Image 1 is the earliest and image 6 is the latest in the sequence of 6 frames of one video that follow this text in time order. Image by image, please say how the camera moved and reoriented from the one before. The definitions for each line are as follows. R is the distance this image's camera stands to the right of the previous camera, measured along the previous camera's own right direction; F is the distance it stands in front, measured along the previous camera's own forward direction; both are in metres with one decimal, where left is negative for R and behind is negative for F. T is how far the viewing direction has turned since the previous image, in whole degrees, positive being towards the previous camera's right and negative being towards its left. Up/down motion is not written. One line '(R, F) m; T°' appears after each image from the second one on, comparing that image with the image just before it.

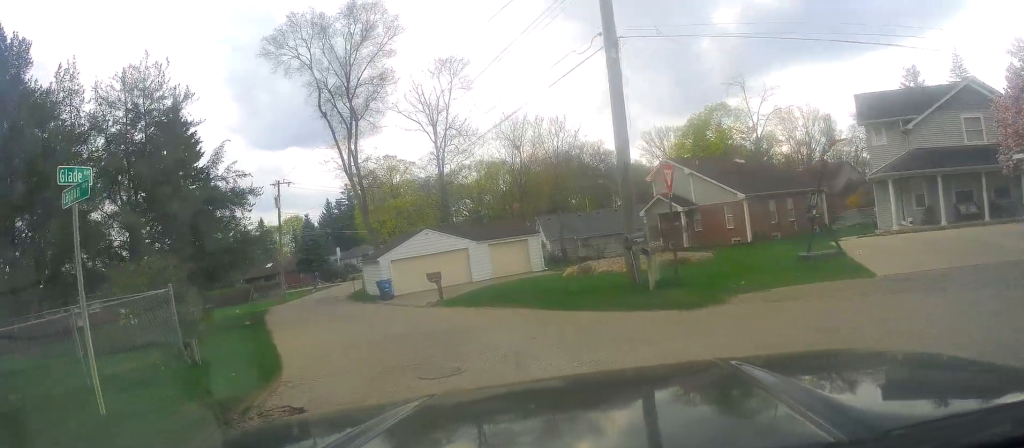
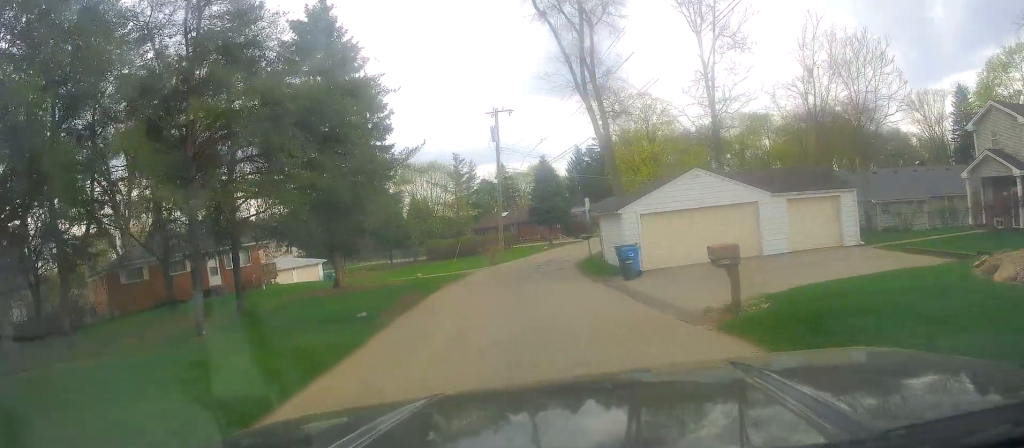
(-3.4, +12.8) m; -27°
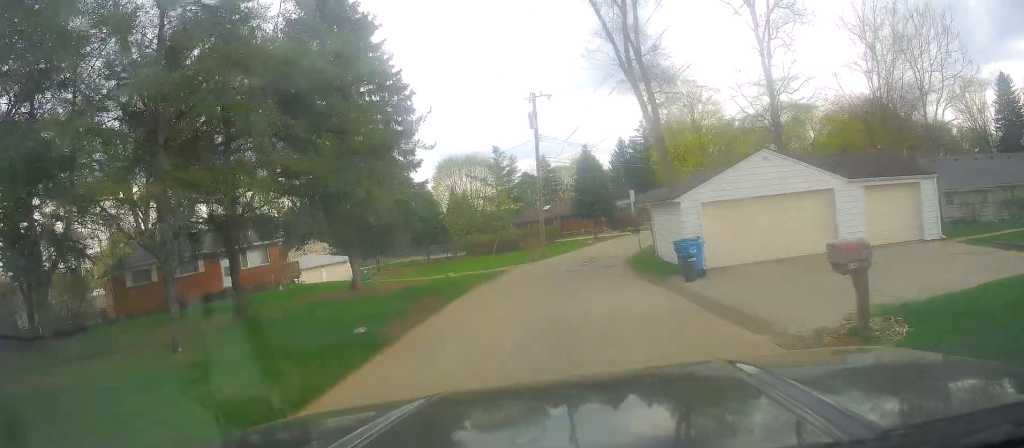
(-0.1, +3.5) m; -3°
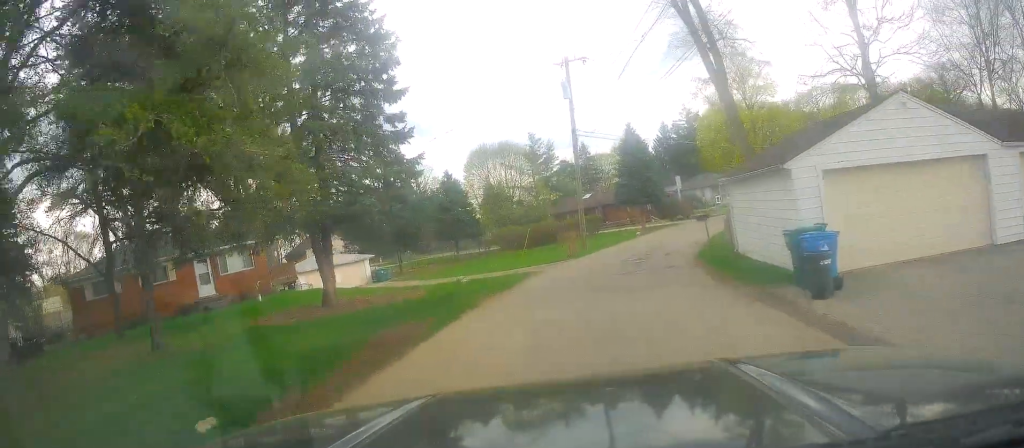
(-0.3, +7.0) m; -3°
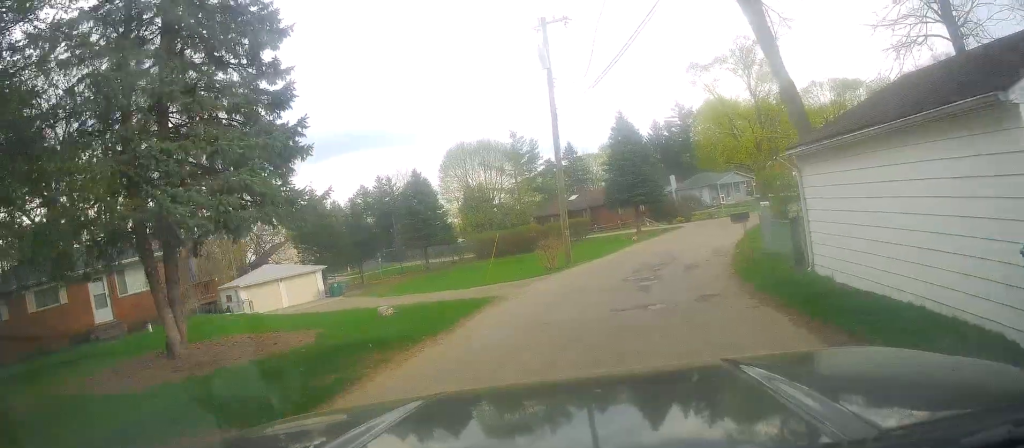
(-0.1, +7.5) m; +2°
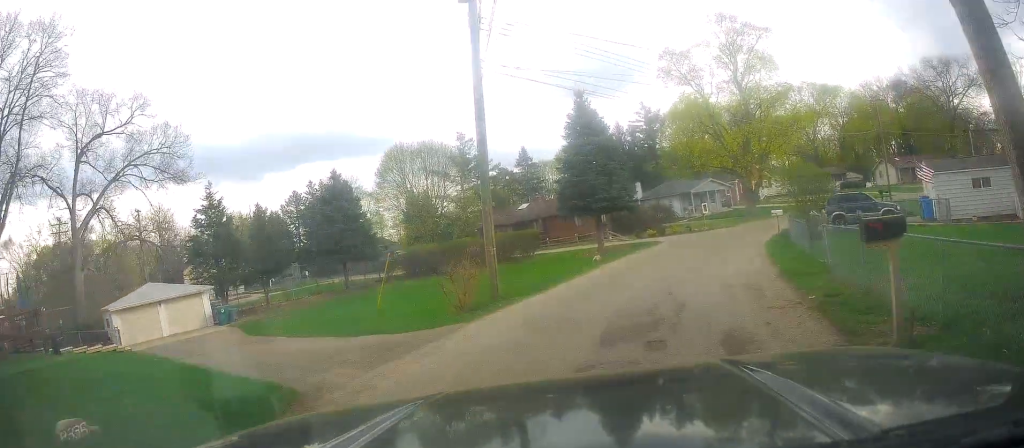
(+0.5, +9.8) m; +1°
